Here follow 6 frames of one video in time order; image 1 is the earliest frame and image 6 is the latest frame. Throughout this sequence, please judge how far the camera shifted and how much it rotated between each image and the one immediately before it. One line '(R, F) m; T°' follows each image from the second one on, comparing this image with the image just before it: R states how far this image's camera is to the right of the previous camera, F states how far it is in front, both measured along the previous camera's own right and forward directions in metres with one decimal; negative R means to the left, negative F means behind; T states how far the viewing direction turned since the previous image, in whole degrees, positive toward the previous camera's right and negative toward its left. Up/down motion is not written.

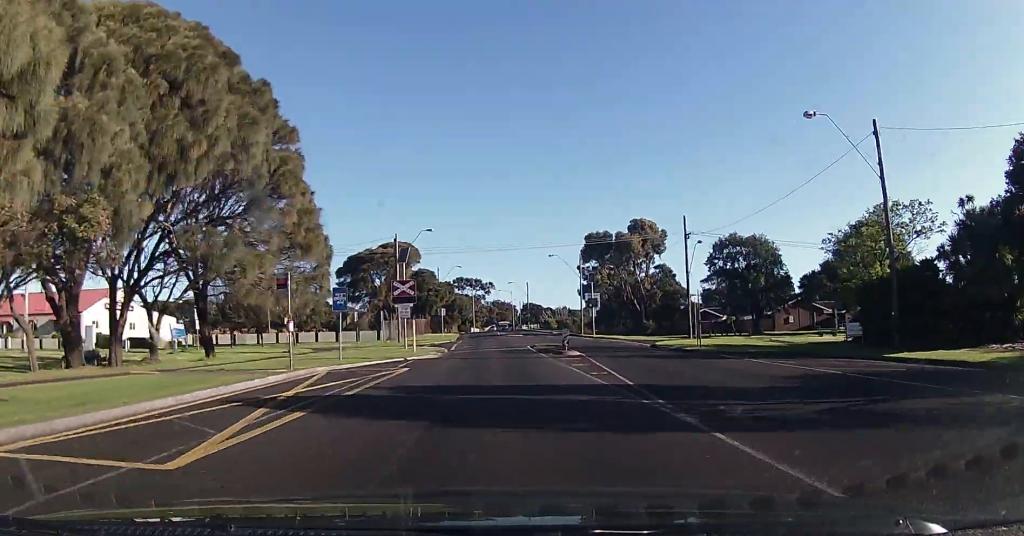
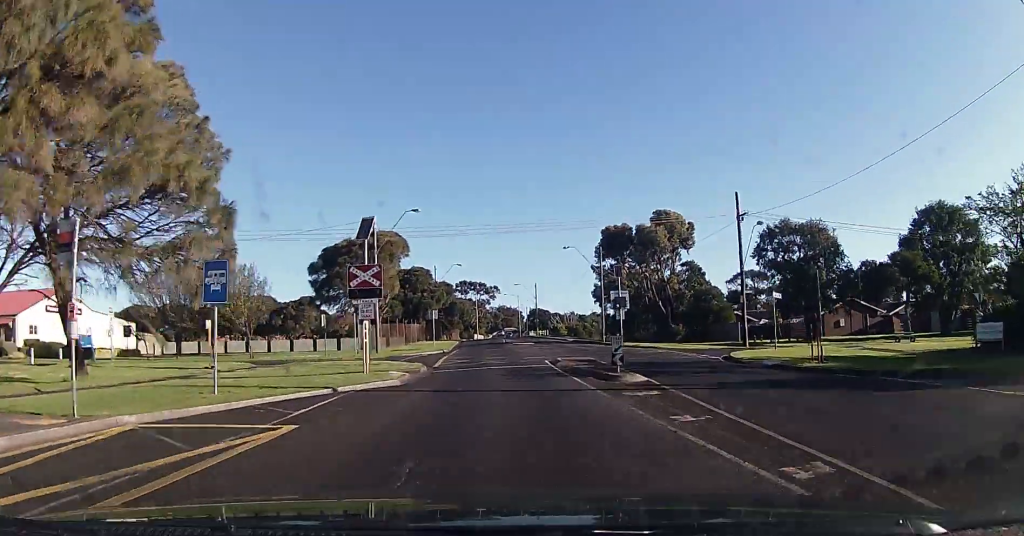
(+0.4, +11.7) m; -1°
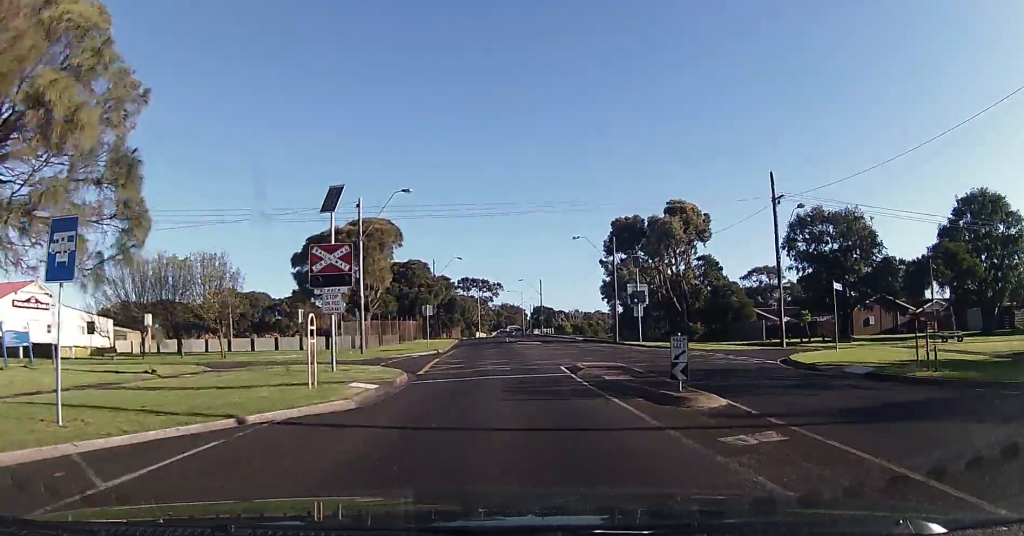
(-0.3, +5.6) m; -2°
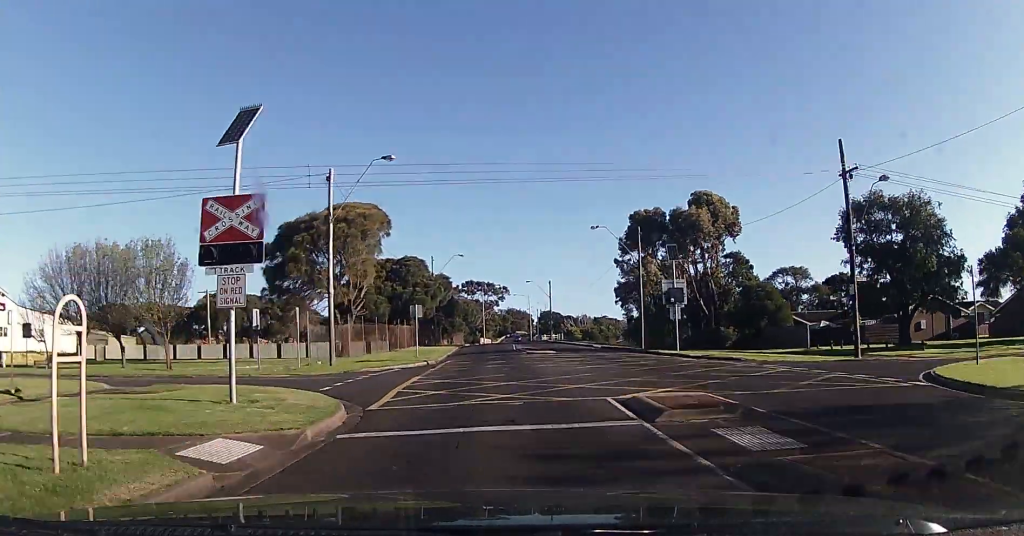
(-0.1, +8.2) m; -1°
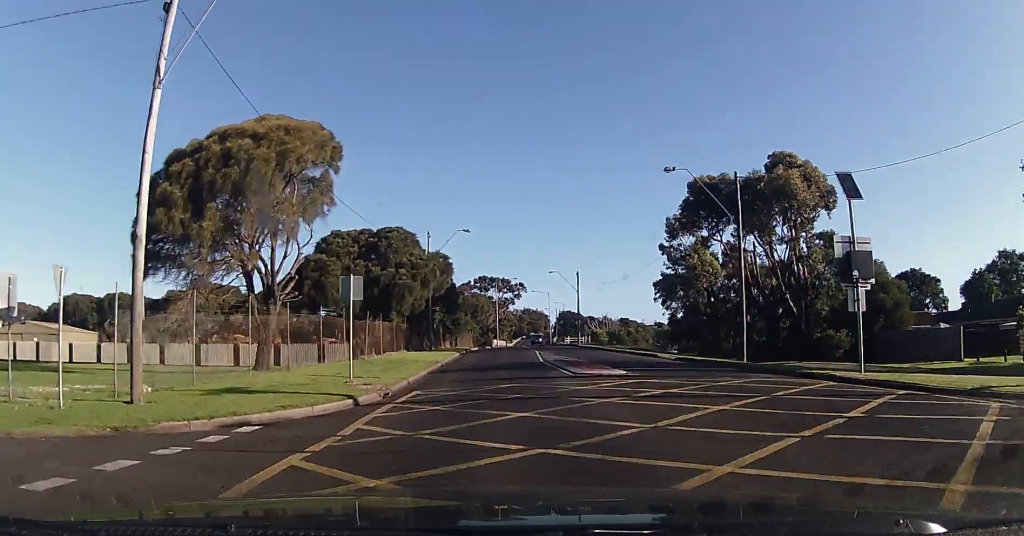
(0.0, +18.3) m; -1°
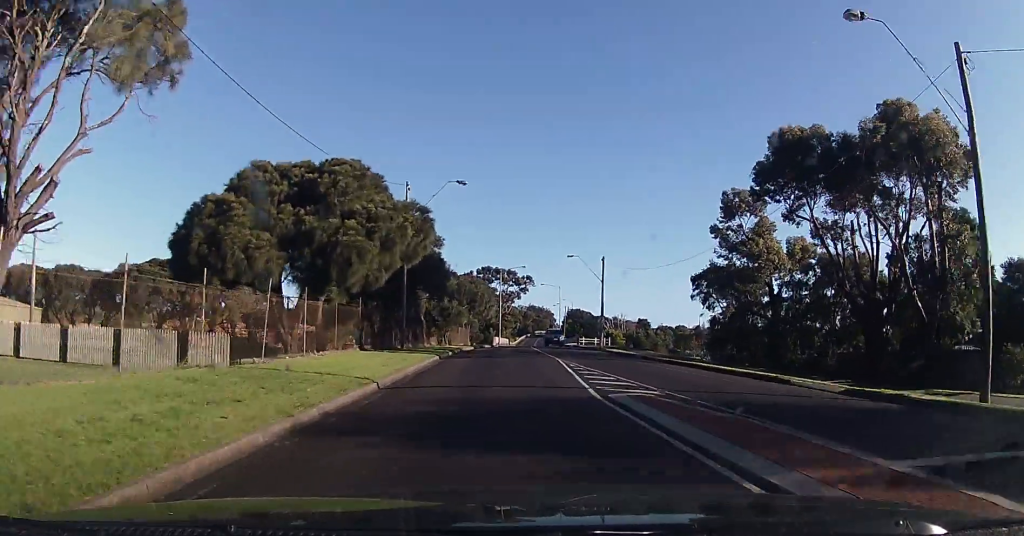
(-0.8, +16.4) m; -3°
